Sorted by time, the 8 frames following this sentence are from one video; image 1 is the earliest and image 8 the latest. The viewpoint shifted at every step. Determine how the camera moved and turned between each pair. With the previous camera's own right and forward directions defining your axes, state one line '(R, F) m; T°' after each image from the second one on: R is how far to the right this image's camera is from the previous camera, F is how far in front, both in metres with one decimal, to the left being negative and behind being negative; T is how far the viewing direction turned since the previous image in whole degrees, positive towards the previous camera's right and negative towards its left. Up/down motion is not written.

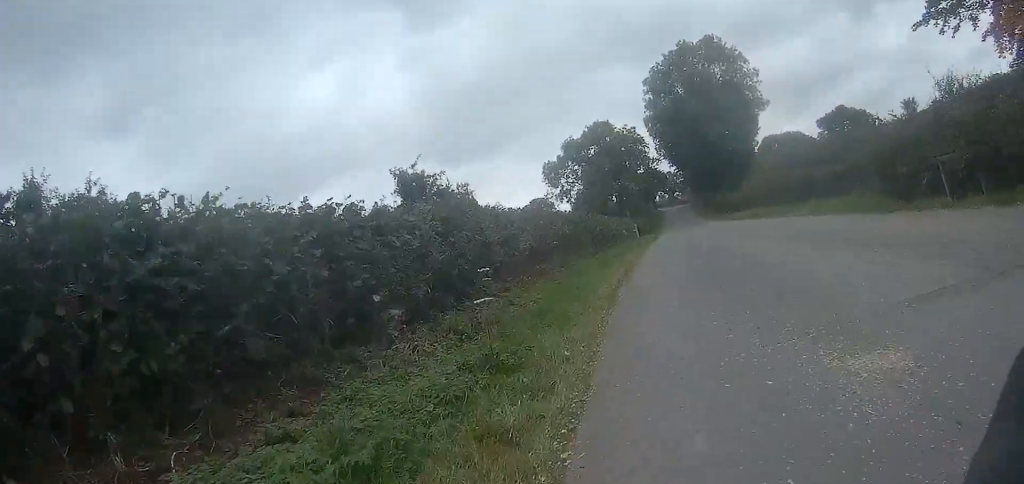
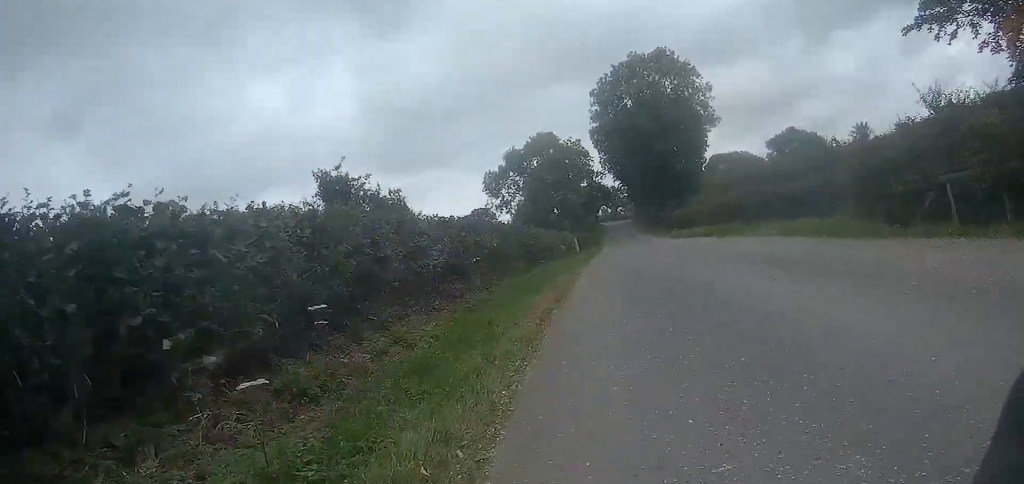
(0.0, +2.3) m; 0°
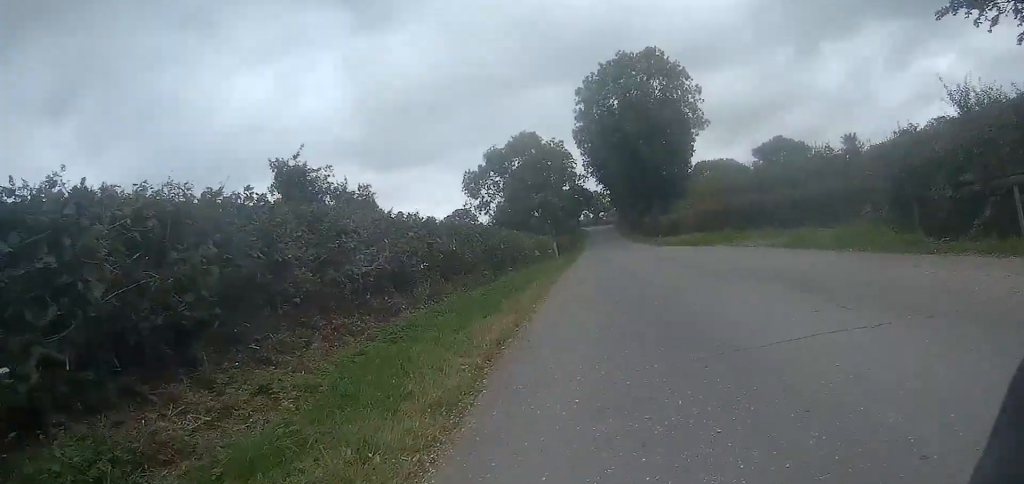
(0.0, +2.3) m; 0°
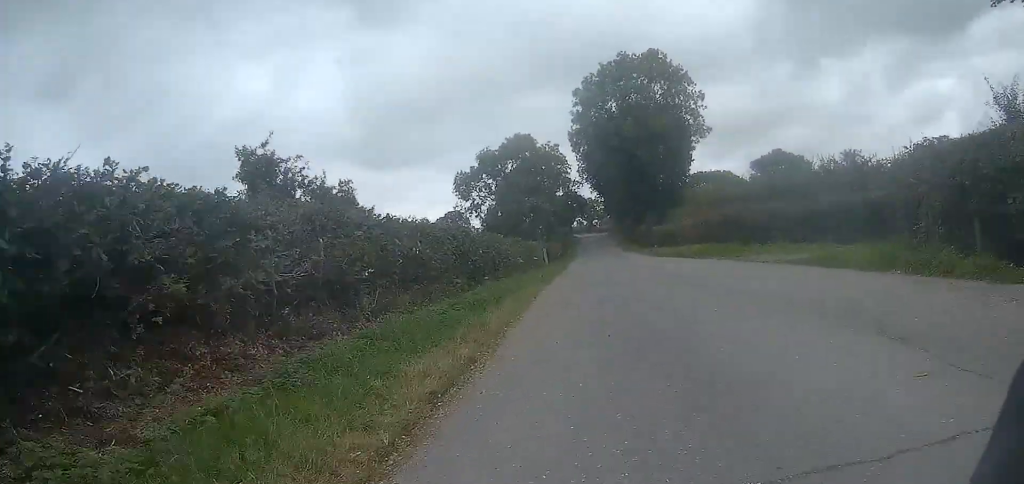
(0.0, +2.2) m; -1°
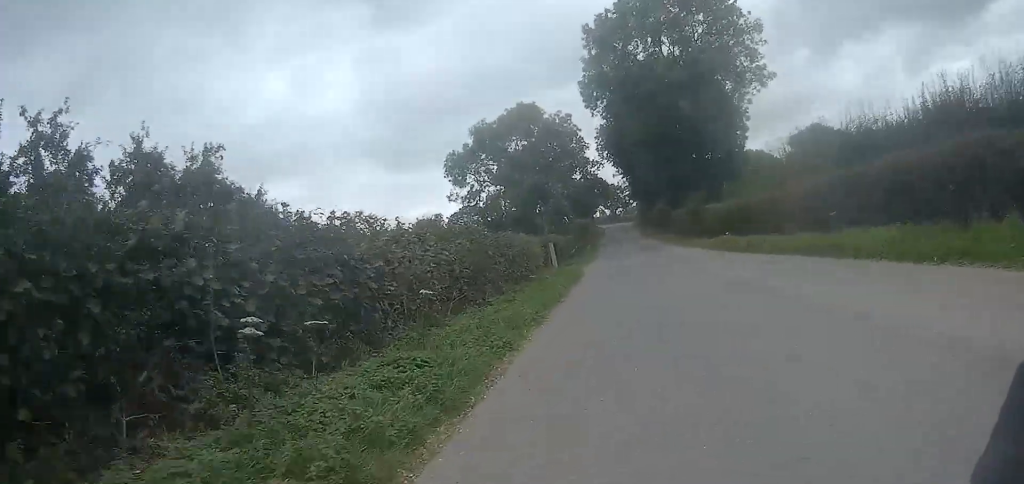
(-0.5, +15.4) m; -1°
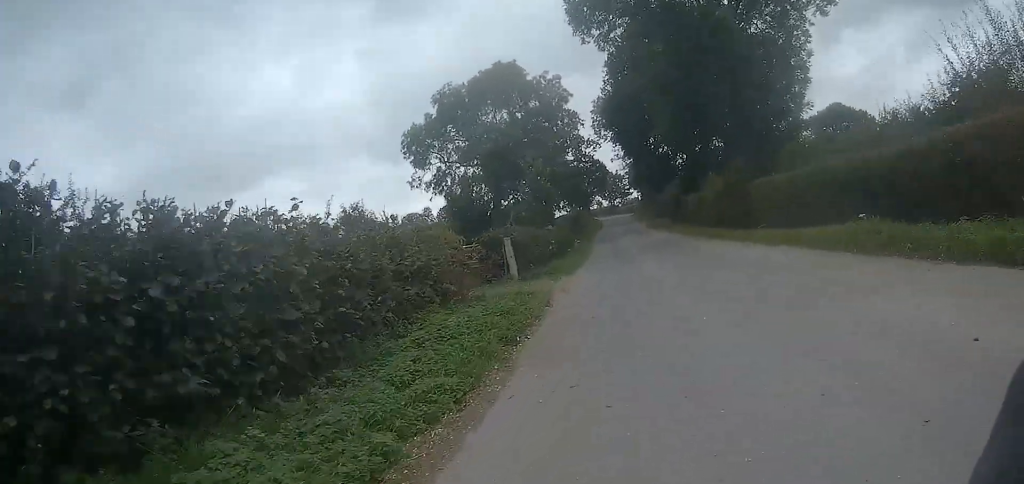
(+0.1, +13.4) m; 0°
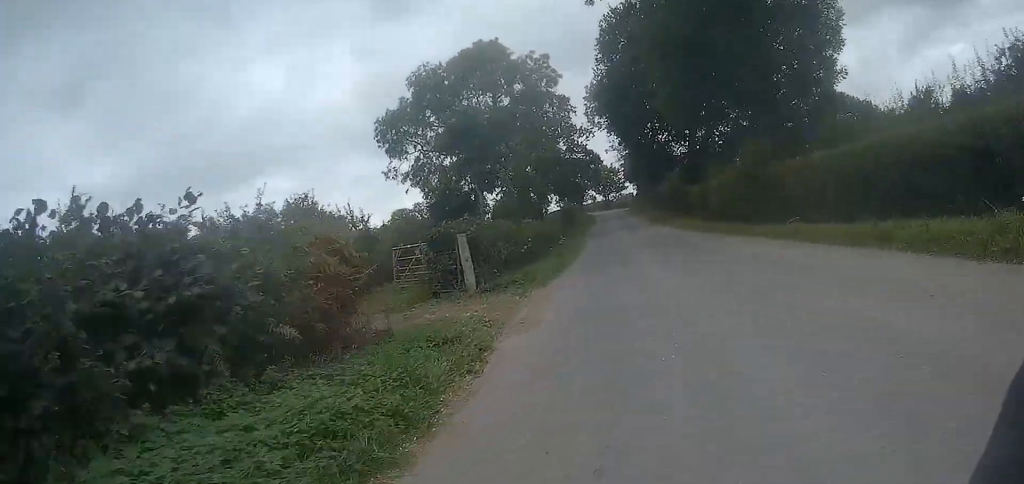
(0.0, +5.1) m; 0°
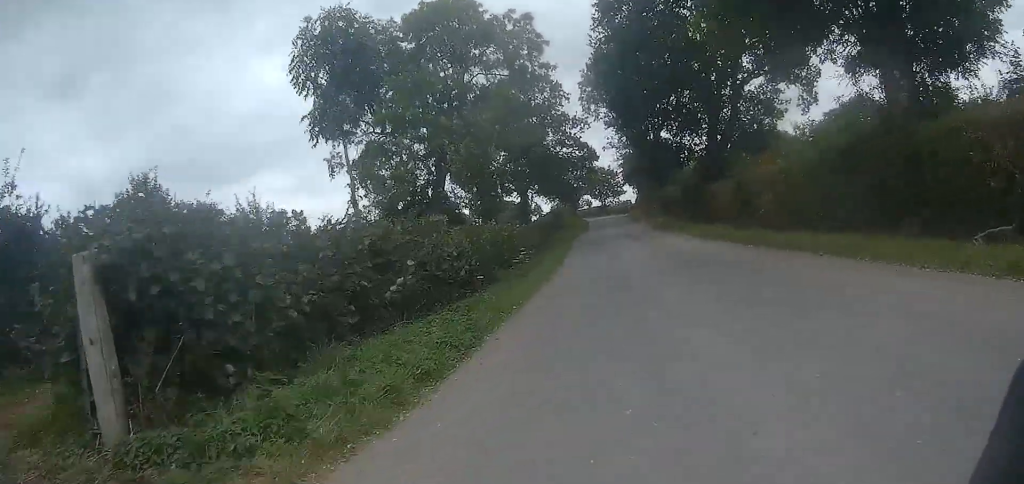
(0.0, +11.0) m; +1°
